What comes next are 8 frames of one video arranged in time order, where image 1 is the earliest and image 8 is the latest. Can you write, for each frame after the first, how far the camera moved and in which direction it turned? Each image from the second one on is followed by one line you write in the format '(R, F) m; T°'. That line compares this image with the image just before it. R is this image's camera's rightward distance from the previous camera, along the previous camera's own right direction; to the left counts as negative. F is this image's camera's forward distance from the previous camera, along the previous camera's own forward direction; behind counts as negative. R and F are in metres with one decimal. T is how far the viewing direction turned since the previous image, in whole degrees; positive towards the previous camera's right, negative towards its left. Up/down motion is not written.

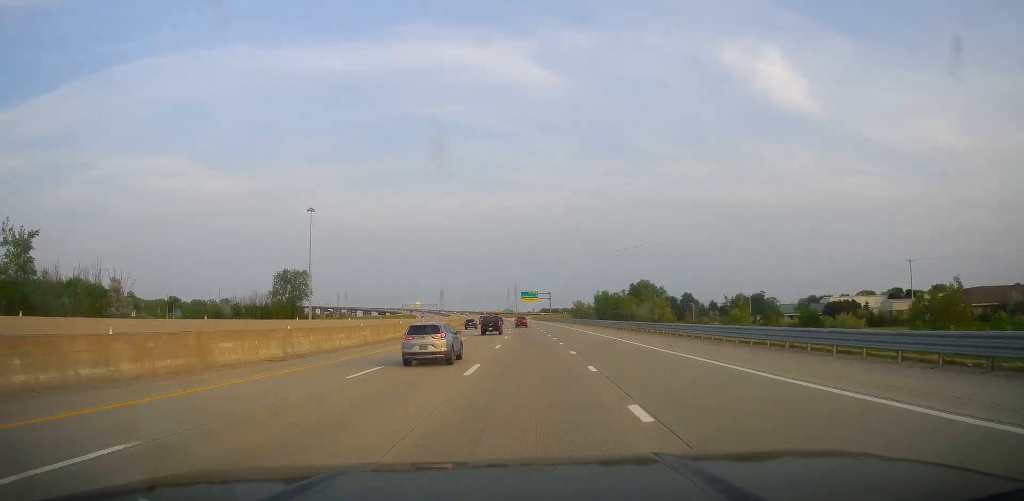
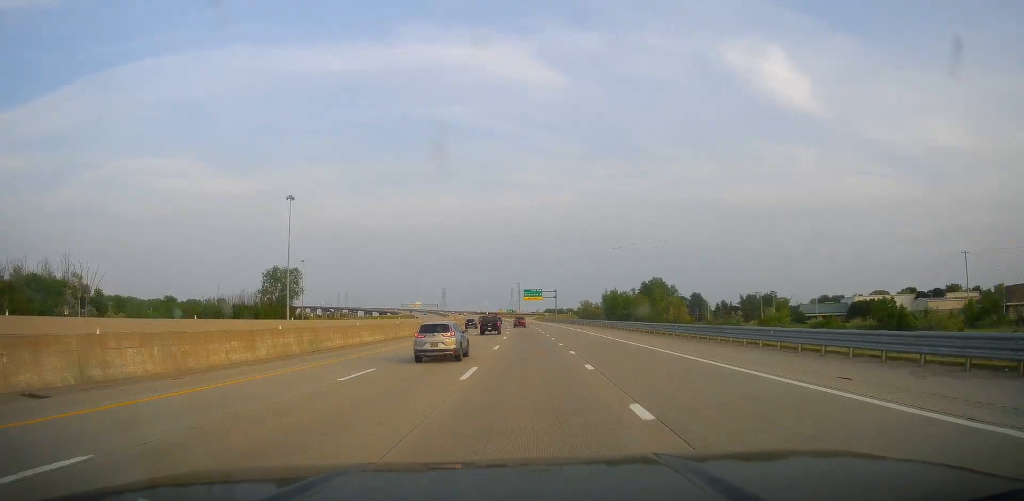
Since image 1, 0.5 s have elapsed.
(-0.2, +16.3) m; -1°
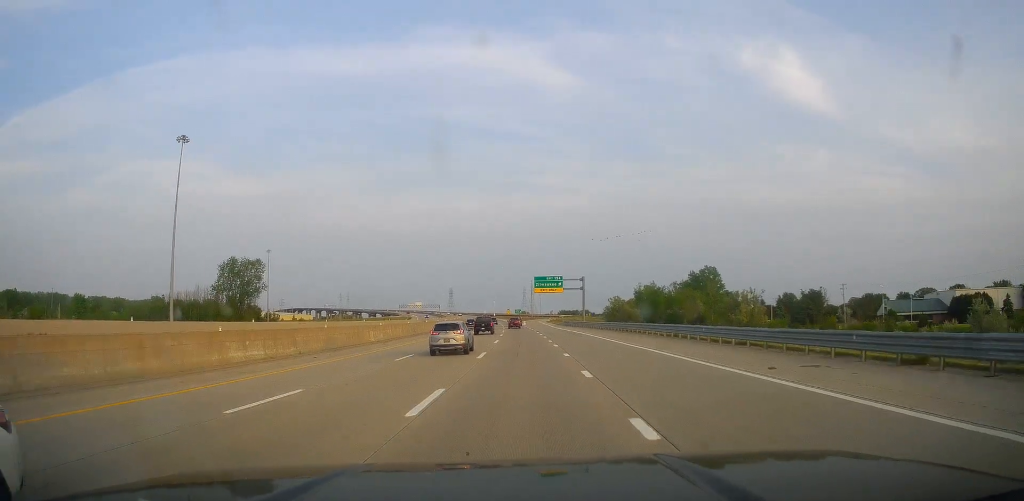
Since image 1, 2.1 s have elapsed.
(-0.6, +52.1) m; -1°
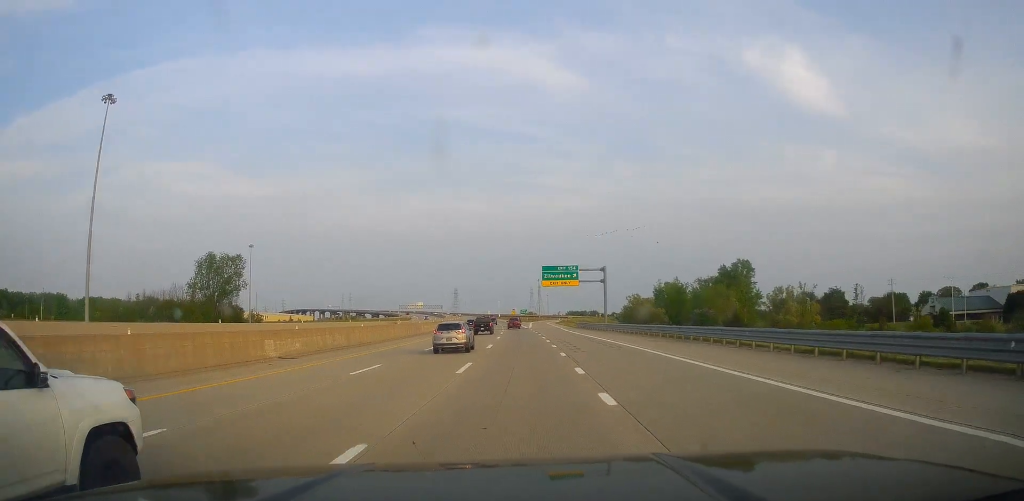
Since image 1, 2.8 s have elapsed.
(-0.4, +21.7) m; -1°
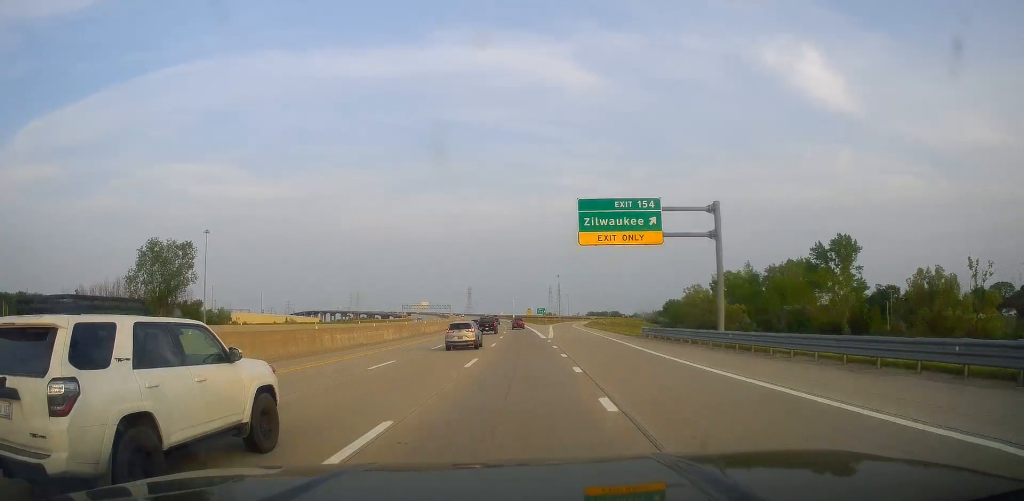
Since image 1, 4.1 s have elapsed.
(-0.7, +43.7) m; -1°
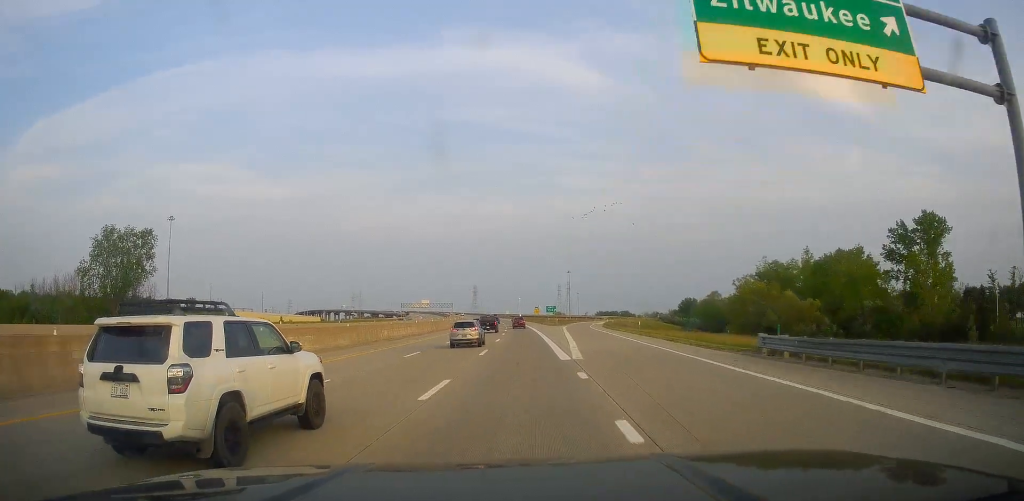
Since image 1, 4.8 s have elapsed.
(-0.2, +24.2) m; -1°
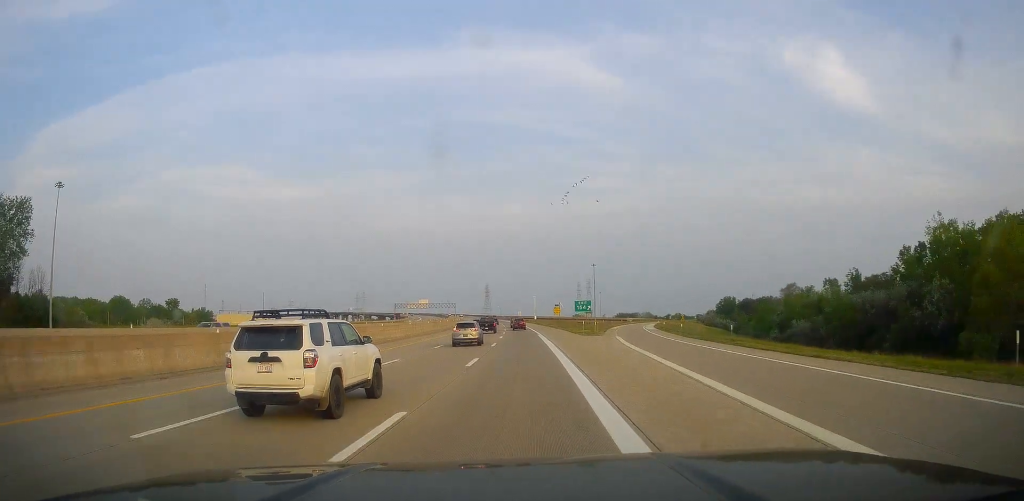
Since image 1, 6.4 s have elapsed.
(-0.6, +51.5) m; -1°
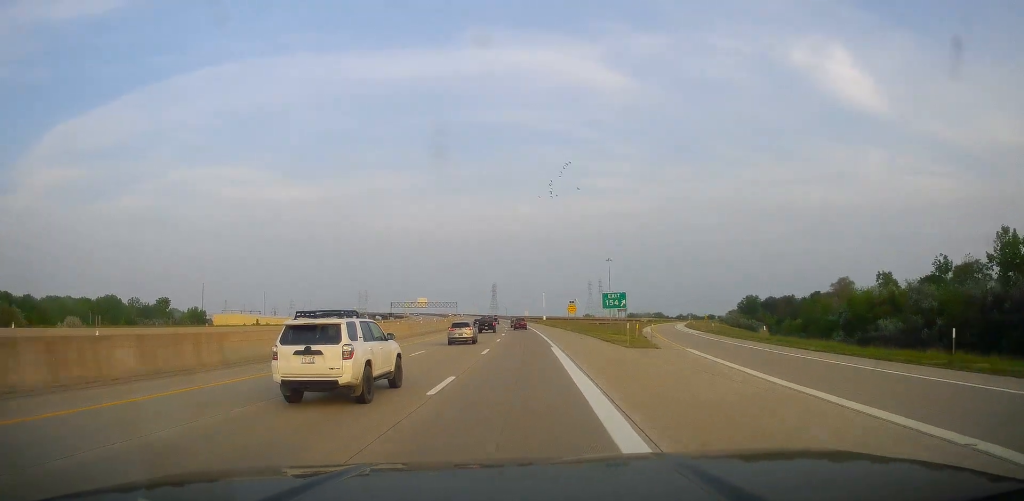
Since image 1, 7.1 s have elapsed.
(+0.1, +24.0) m; -2°
